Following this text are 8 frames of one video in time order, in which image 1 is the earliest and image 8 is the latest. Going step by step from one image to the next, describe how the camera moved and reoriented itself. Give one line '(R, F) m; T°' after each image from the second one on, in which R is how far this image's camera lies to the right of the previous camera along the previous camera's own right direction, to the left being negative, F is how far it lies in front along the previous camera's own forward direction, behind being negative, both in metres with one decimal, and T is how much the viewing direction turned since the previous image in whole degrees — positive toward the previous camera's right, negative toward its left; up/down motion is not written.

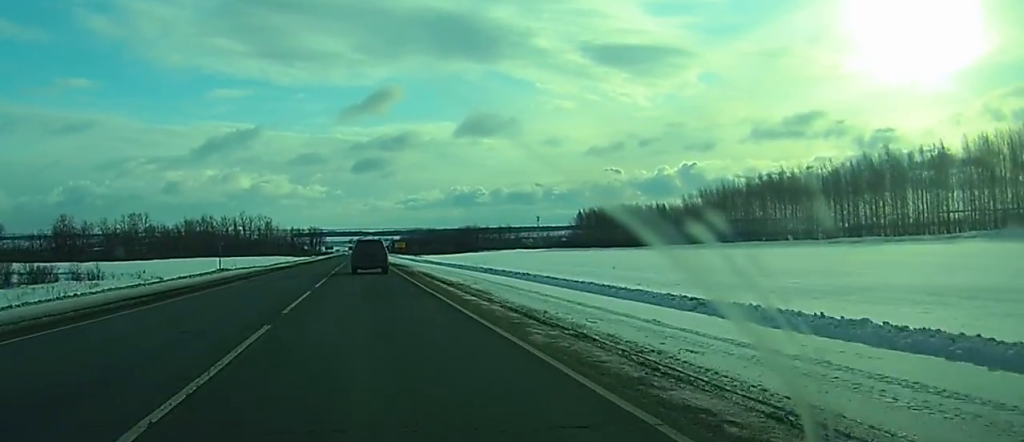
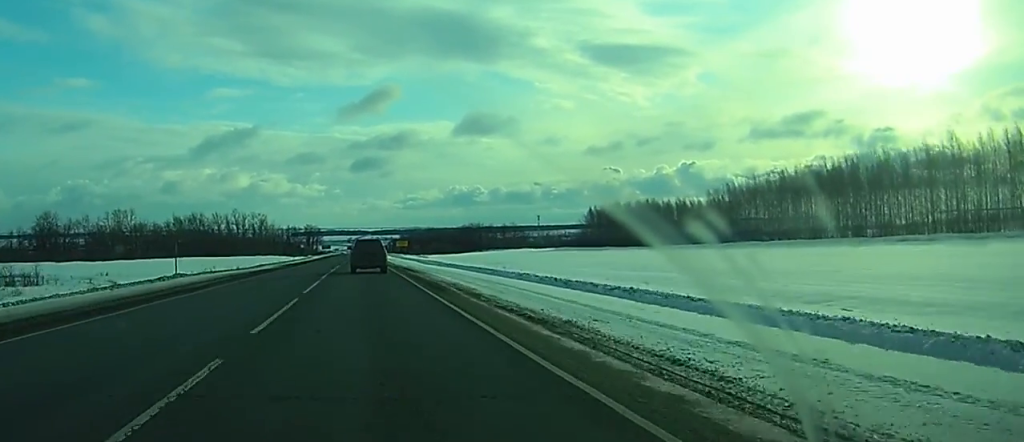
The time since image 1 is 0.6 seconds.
(0.0, +16.4) m; 0°
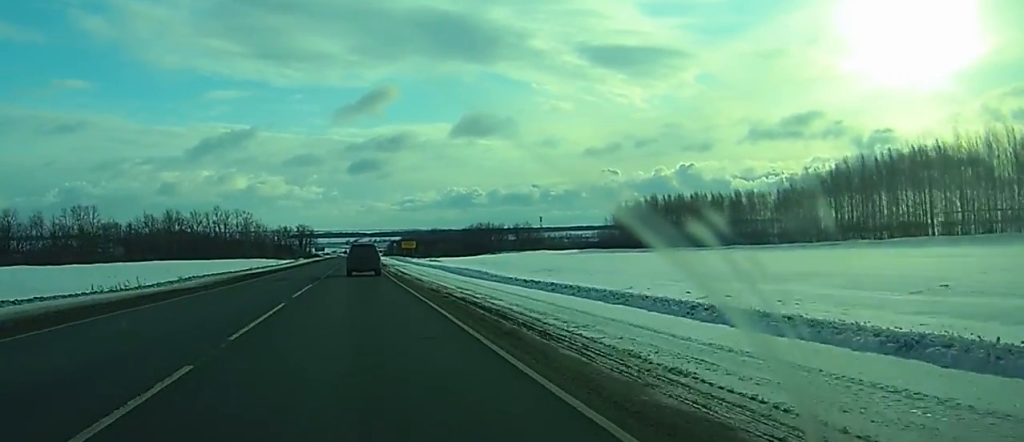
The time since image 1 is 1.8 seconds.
(+0.1, +36.6) m; 0°
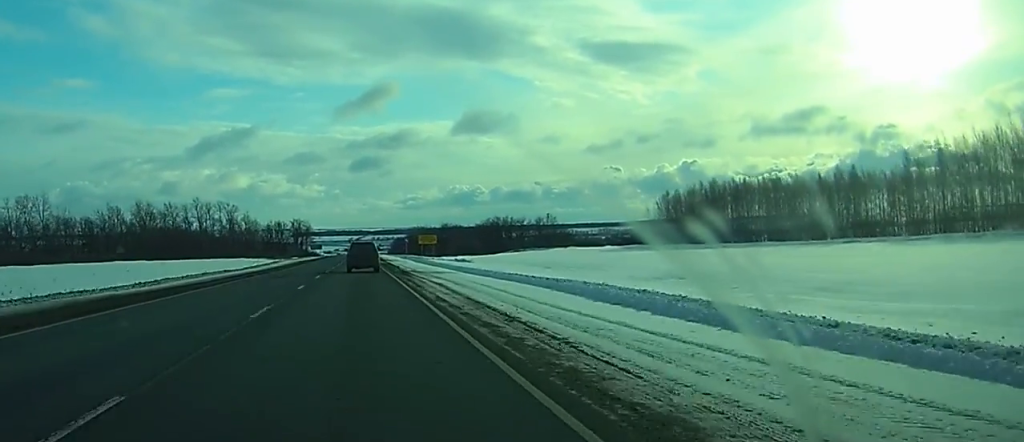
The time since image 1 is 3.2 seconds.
(+0.1, +39.3) m; 0°
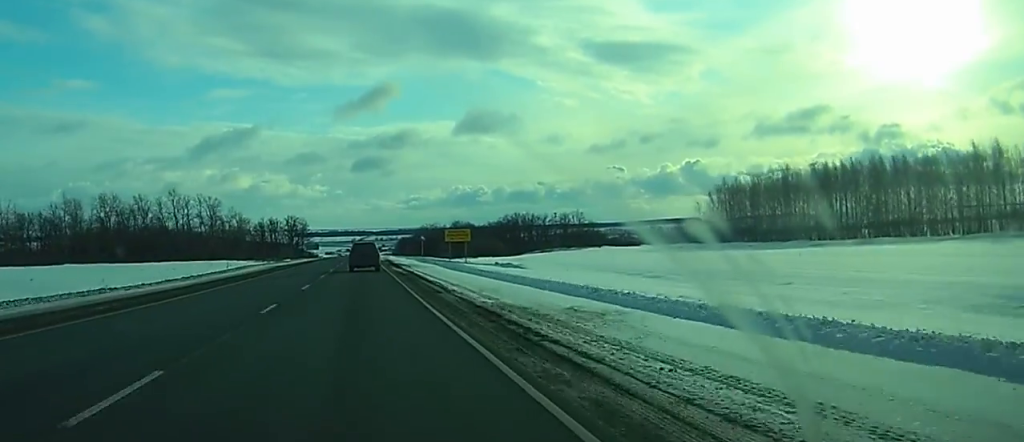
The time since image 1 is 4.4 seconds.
(-0.2, +34.4) m; -1°
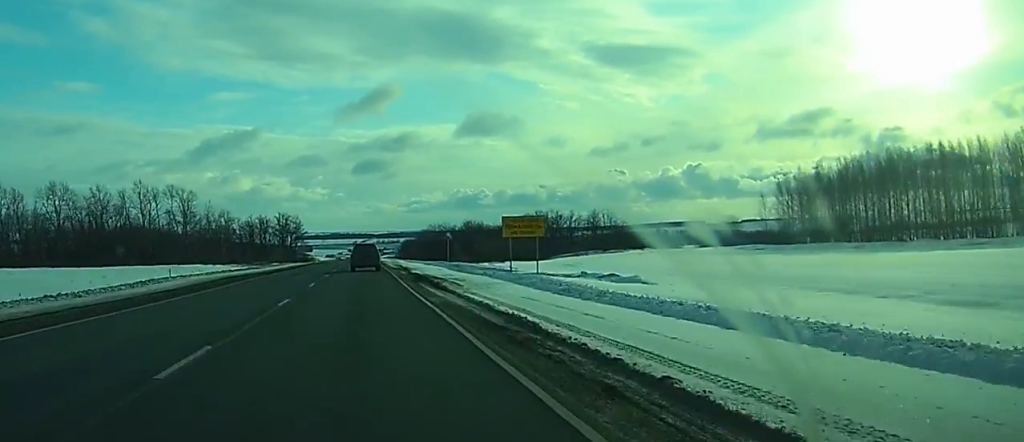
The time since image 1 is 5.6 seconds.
(-0.1, +33.5) m; 0°
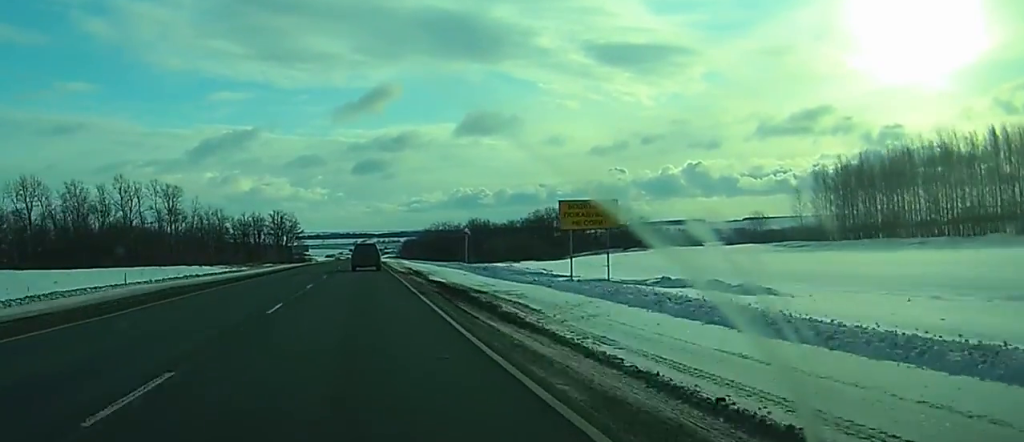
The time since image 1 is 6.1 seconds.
(0.0, +14.3) m; 0°
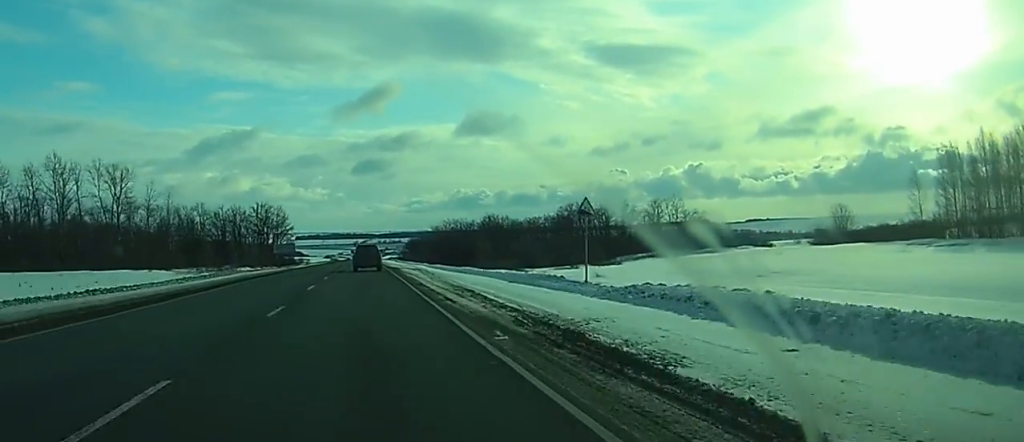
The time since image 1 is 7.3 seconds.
(+0.1, +36.5) m; 0°
